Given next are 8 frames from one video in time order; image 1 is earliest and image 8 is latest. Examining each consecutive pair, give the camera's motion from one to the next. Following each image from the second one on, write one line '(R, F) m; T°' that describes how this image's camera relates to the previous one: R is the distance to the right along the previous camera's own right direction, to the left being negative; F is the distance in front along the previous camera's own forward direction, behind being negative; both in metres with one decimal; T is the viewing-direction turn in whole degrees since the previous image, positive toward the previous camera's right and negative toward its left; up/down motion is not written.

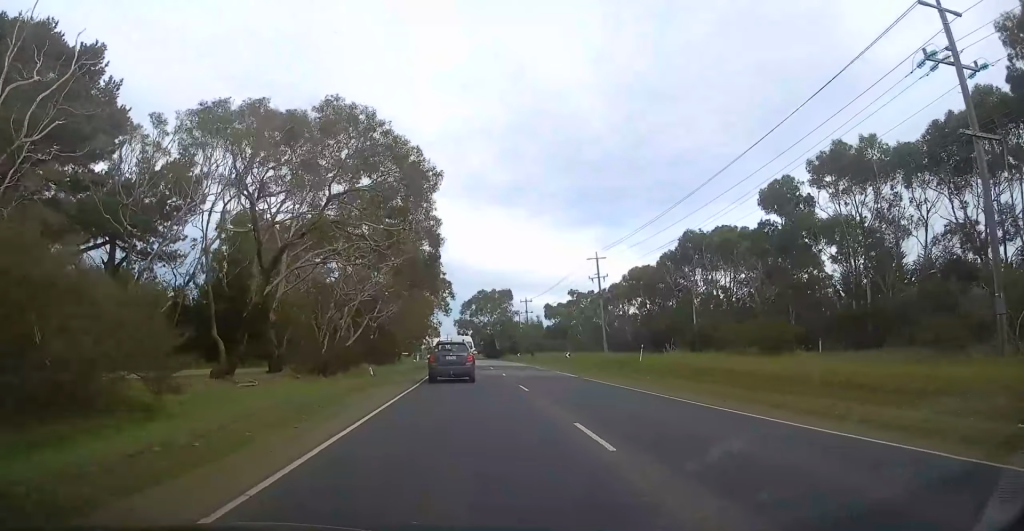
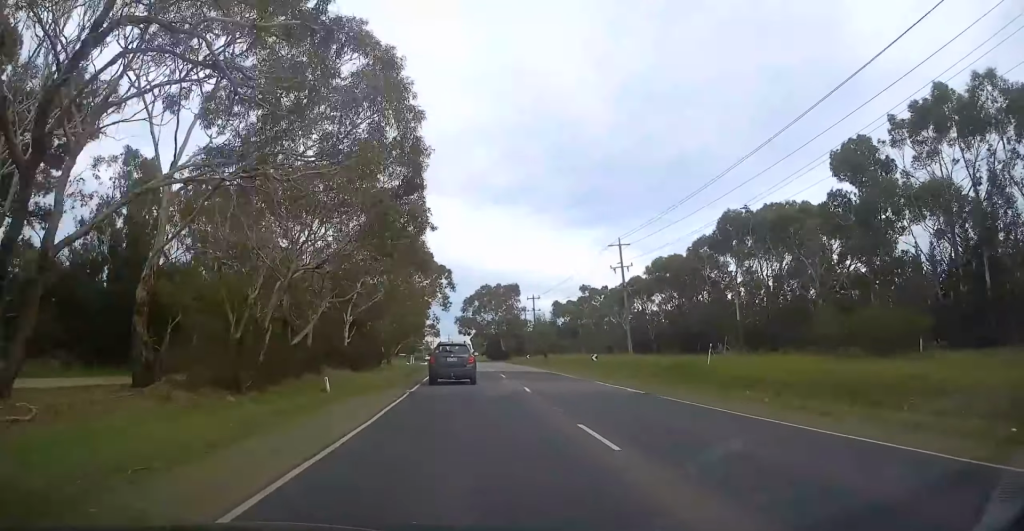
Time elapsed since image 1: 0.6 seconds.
(-0.4, +11.4) m; 0°
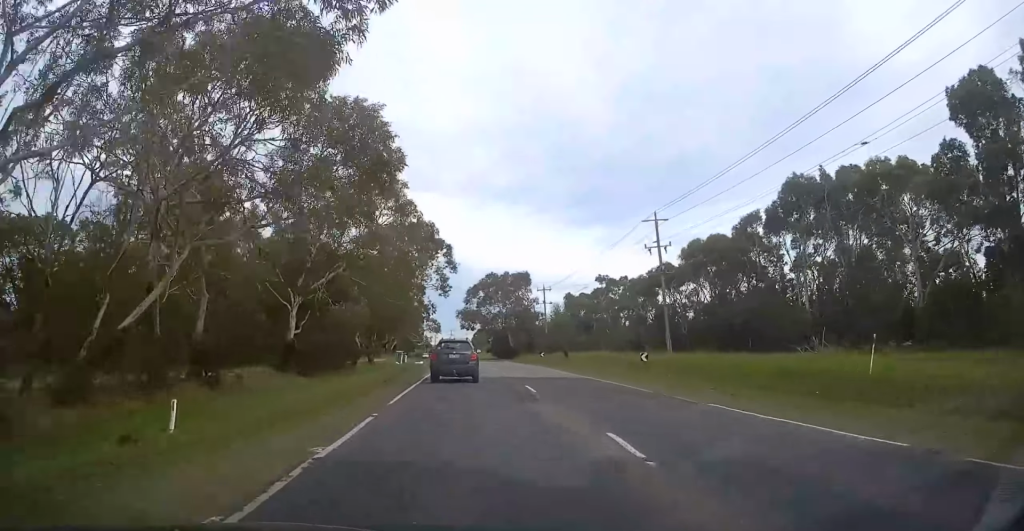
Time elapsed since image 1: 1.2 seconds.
(+0.3, +13.5) m; 0°
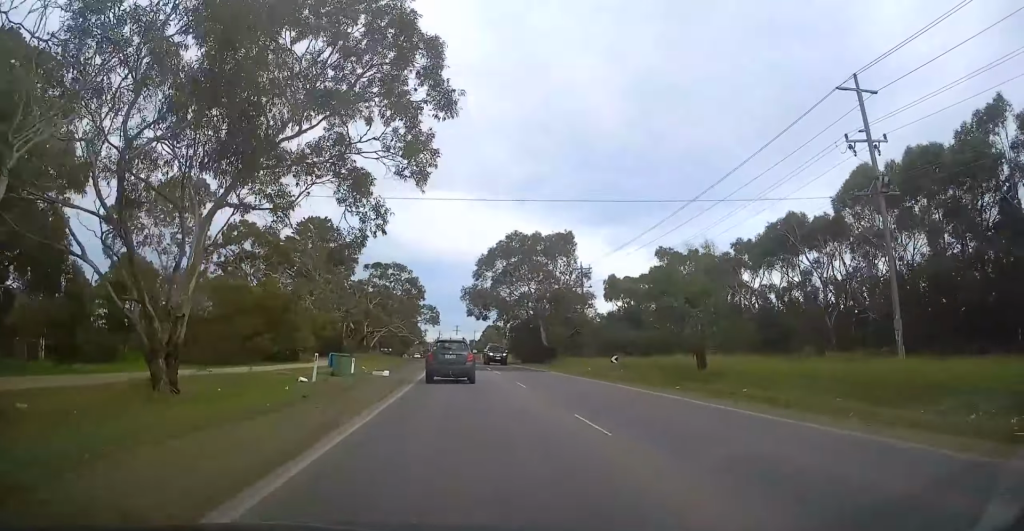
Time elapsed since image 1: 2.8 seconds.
(-0.3, +32.9) m; 0°
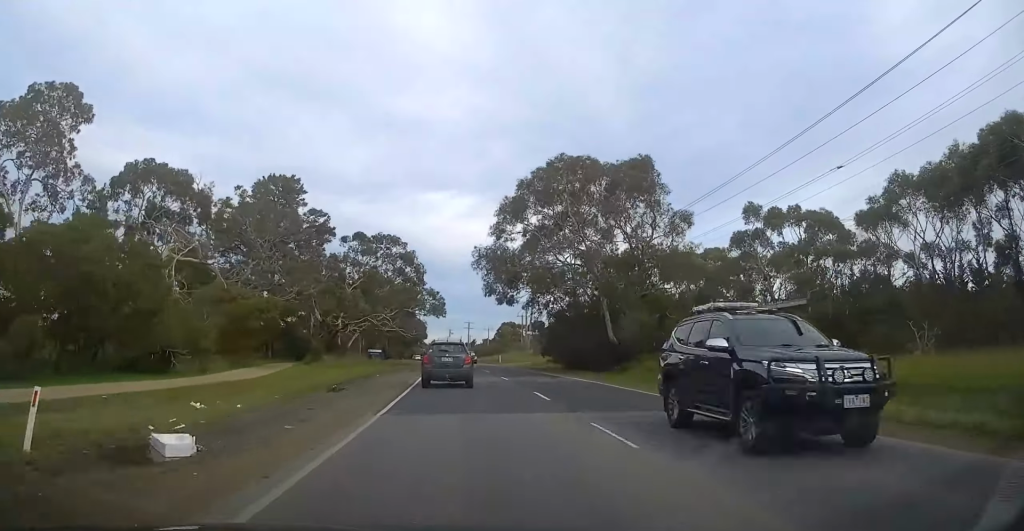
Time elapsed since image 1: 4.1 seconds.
(+0.4, +25.5) m; -1°
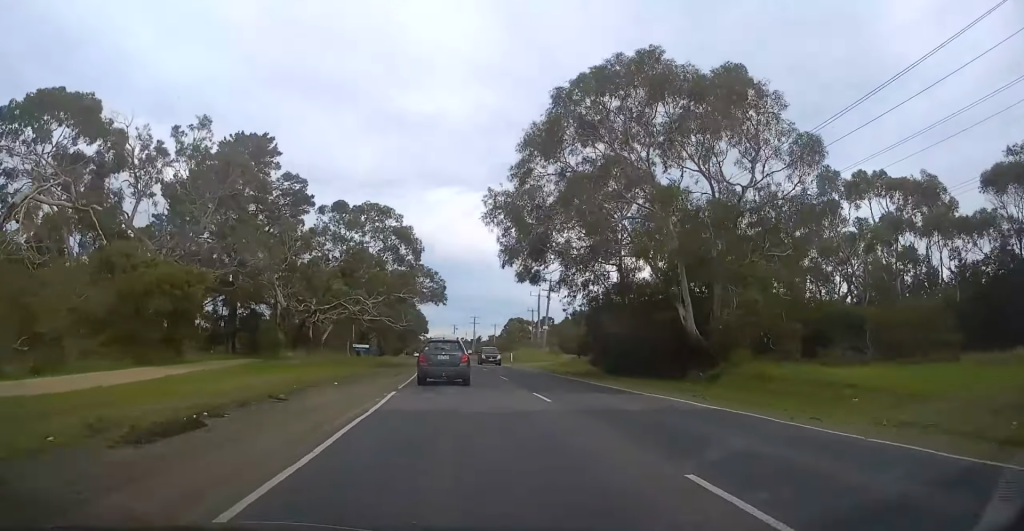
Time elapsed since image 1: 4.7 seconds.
(-0.3, +13.4) m; -1°
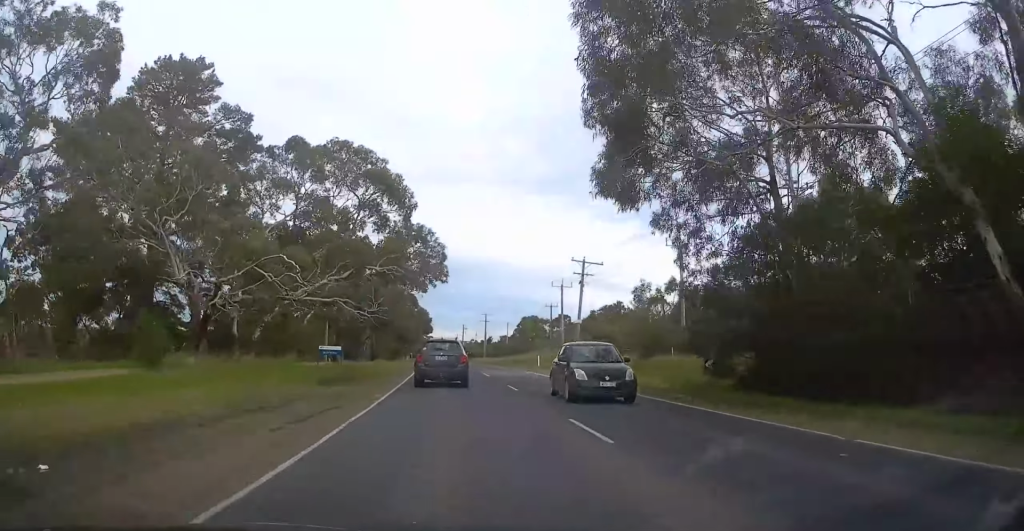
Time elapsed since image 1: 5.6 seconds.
(0.0, +18.0) m; -2°
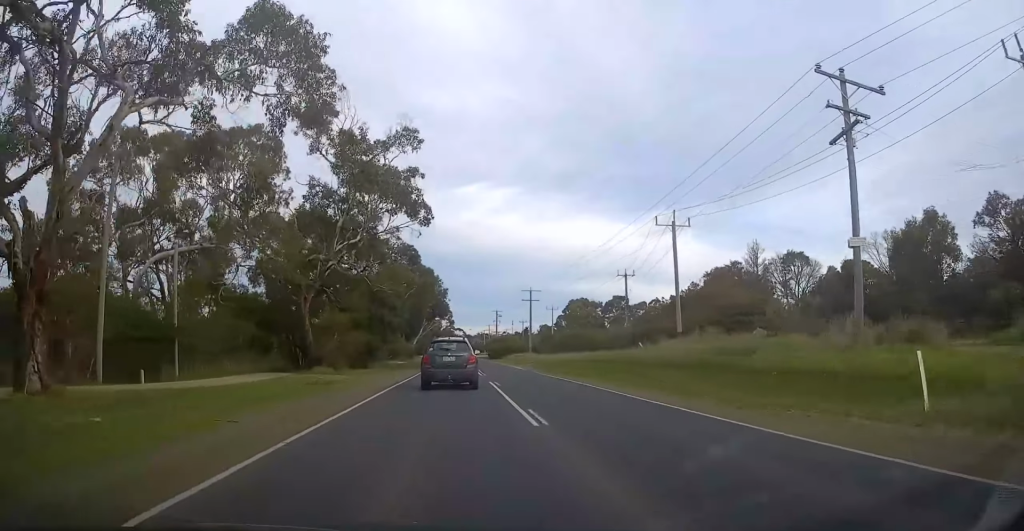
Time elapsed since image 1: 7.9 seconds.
(-0.2, +44.4) m; 0°
